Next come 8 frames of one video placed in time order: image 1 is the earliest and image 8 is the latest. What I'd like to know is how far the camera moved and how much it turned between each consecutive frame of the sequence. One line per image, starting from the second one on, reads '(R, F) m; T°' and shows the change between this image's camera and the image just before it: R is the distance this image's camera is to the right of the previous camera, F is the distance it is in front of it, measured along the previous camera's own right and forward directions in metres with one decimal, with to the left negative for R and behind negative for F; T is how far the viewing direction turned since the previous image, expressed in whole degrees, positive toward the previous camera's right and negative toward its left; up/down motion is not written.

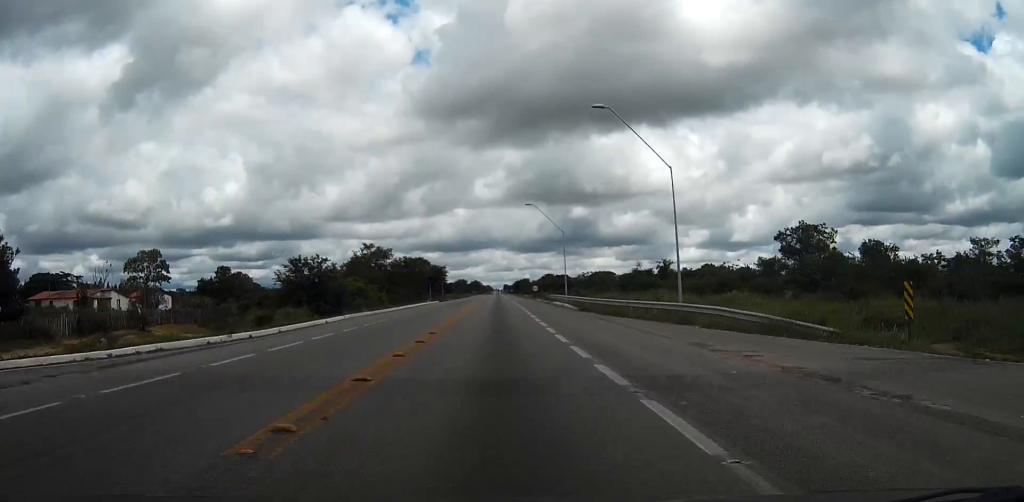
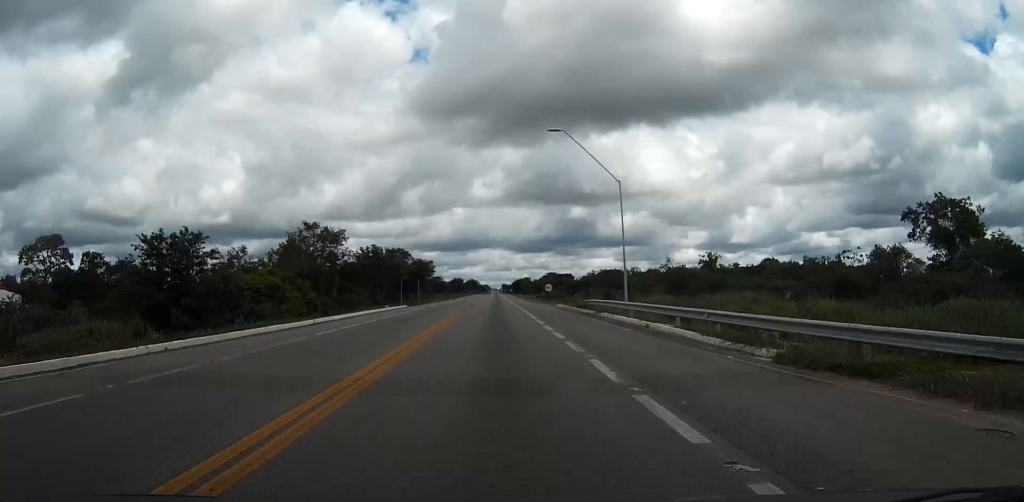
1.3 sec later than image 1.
(0.0, +35.6) m; 0°
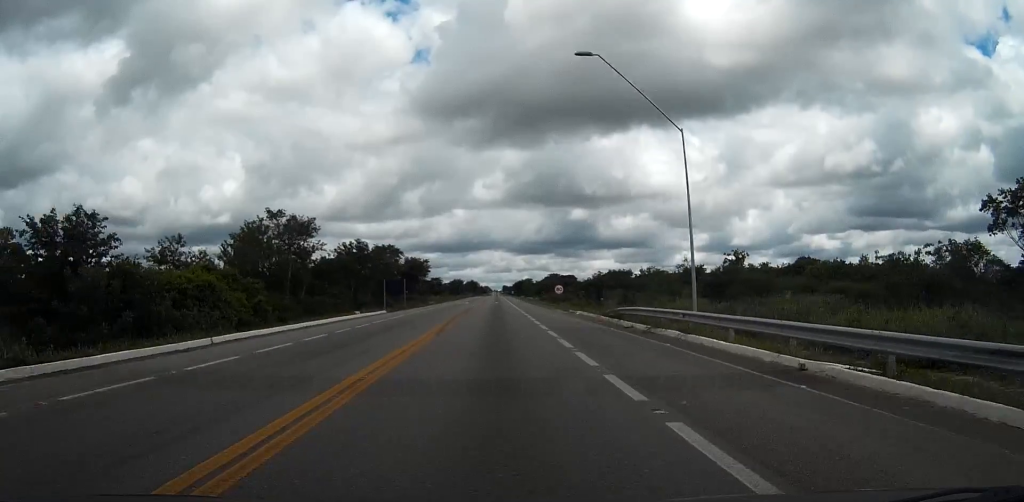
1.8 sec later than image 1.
(0.0, +13.8) m; 0°
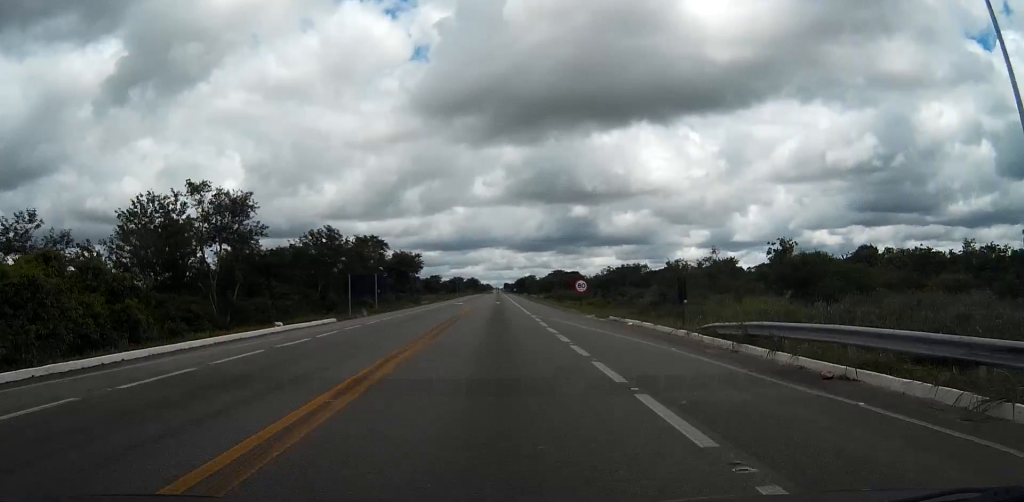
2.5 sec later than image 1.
(0.0, +18.7) m; 0°
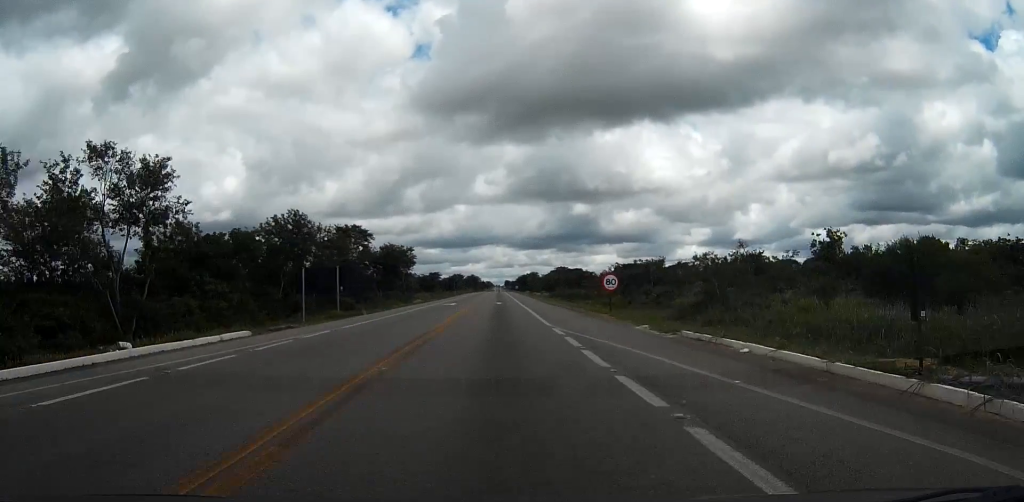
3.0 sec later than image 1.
(0.0, +14.1) m; 0°
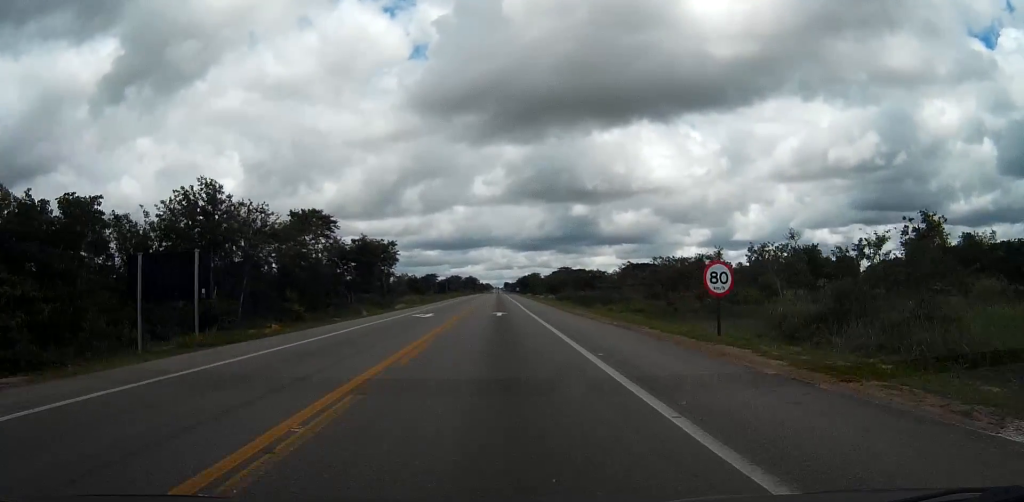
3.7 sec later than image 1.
(-0.1, +20.9) m; 0°
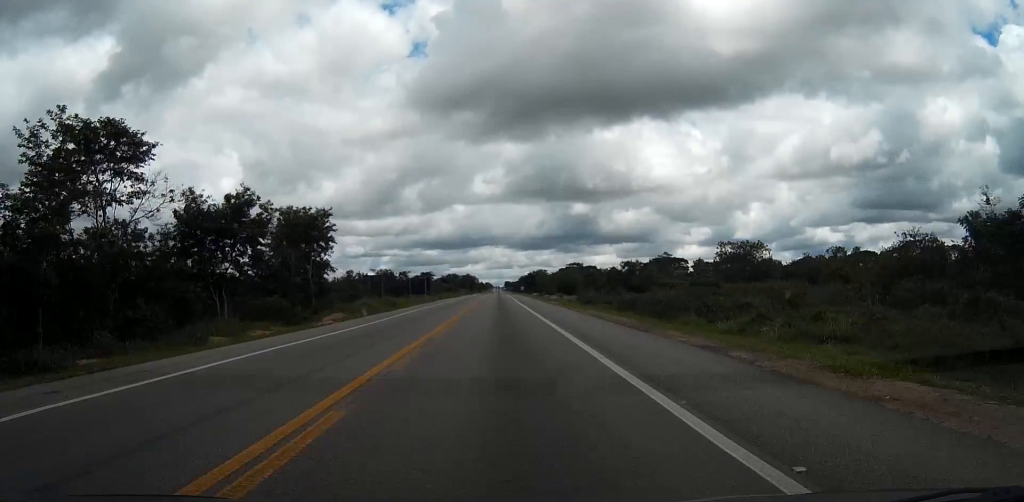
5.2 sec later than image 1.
(0.0, +42.2) m; 0°
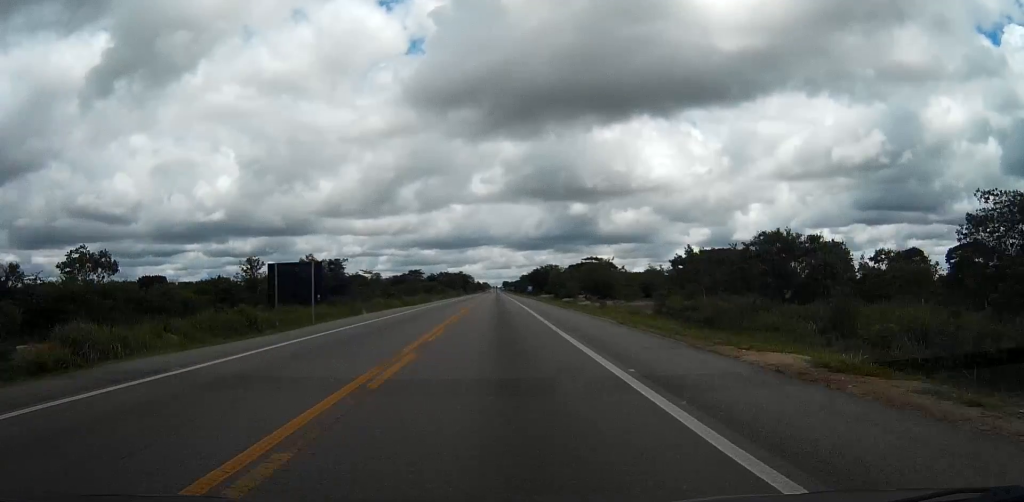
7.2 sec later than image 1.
(+0.1, +58.5) m; 0°
